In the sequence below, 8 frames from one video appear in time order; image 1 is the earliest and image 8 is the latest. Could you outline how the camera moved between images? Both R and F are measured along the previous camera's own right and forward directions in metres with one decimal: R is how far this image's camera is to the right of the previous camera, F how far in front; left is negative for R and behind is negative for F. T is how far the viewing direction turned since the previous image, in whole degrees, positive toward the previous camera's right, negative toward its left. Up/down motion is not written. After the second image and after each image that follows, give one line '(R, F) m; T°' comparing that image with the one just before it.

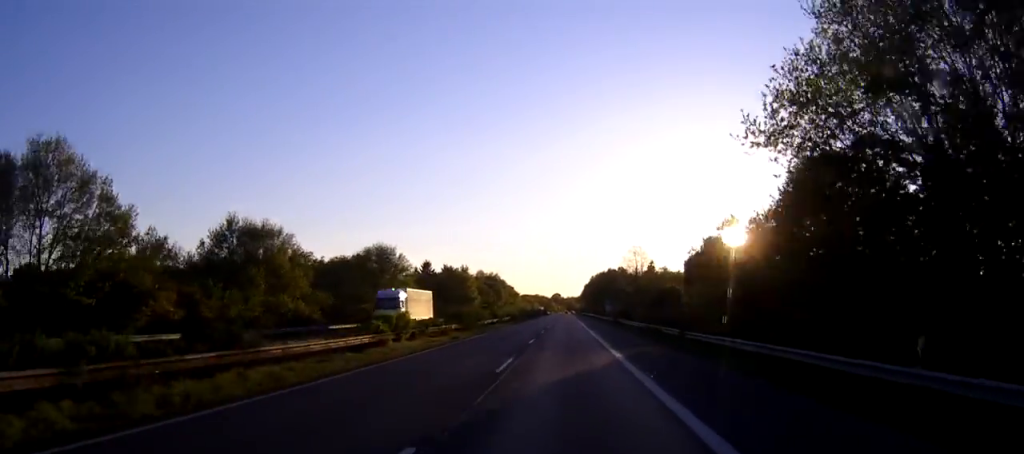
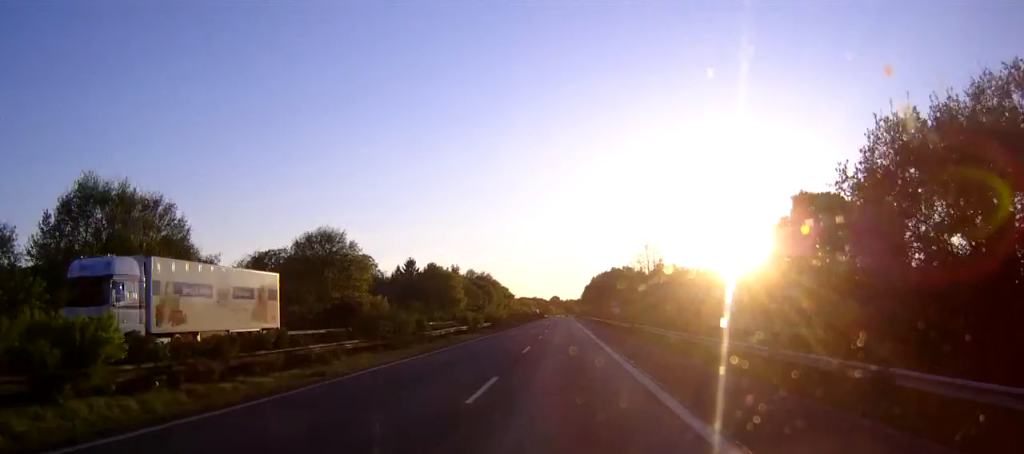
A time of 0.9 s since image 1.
(0.0, +24.5) m; 0°
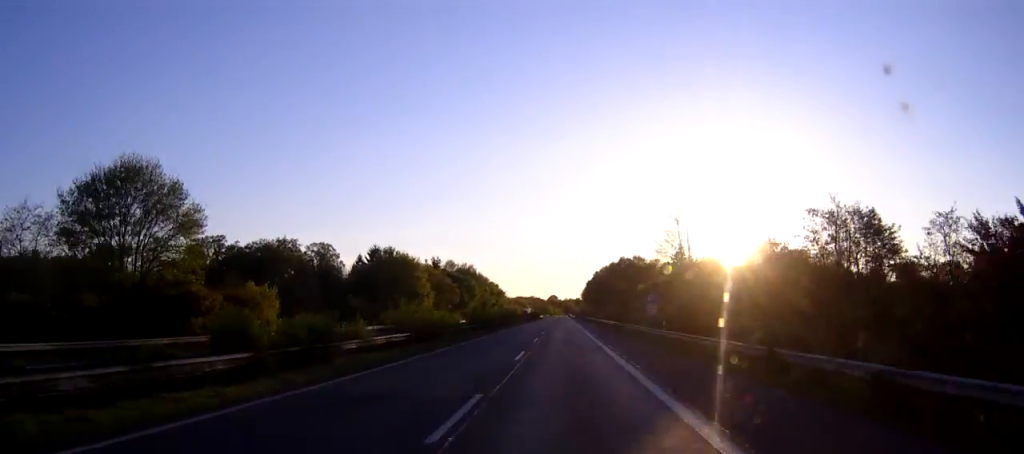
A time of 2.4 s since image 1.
(+0.1, +39.7) m; 0°
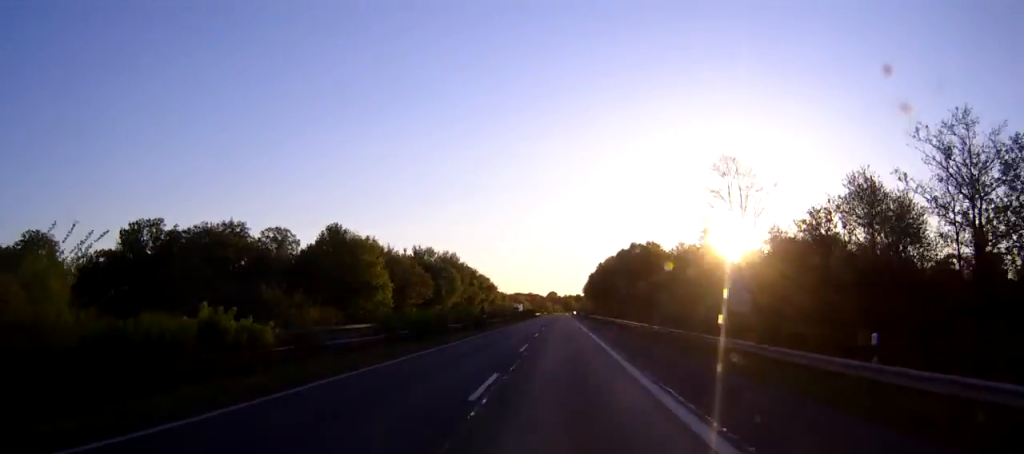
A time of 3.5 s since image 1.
(0.0, +30.7) m; 0°
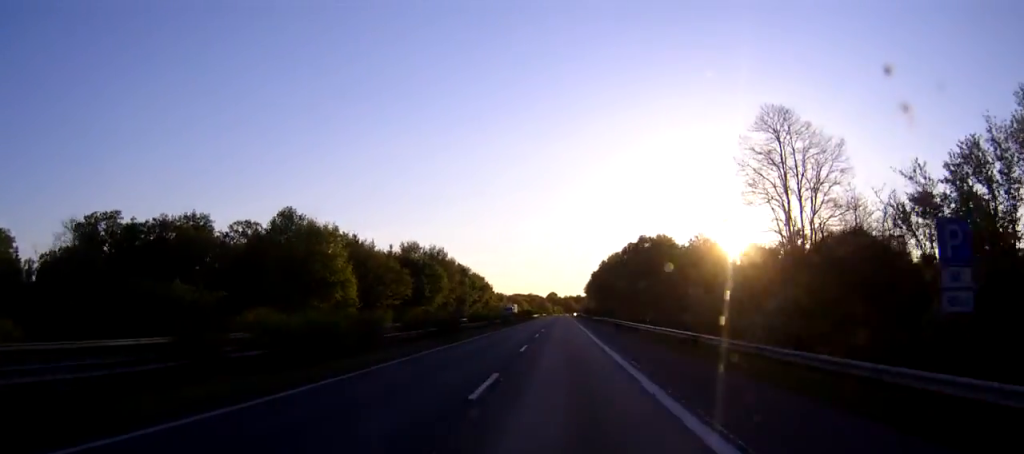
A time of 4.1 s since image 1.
(0.0, +17.3) m; 0°
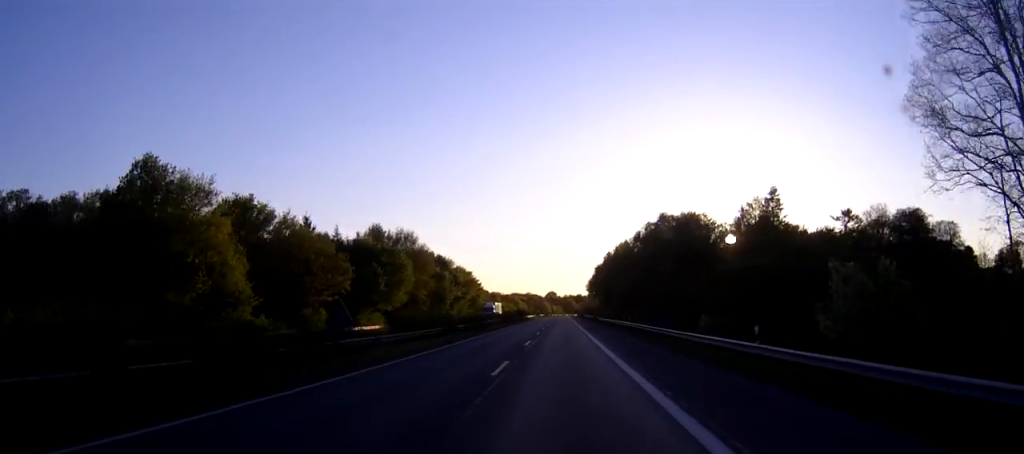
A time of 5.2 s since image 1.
(0.0, +30.0) m; 0°
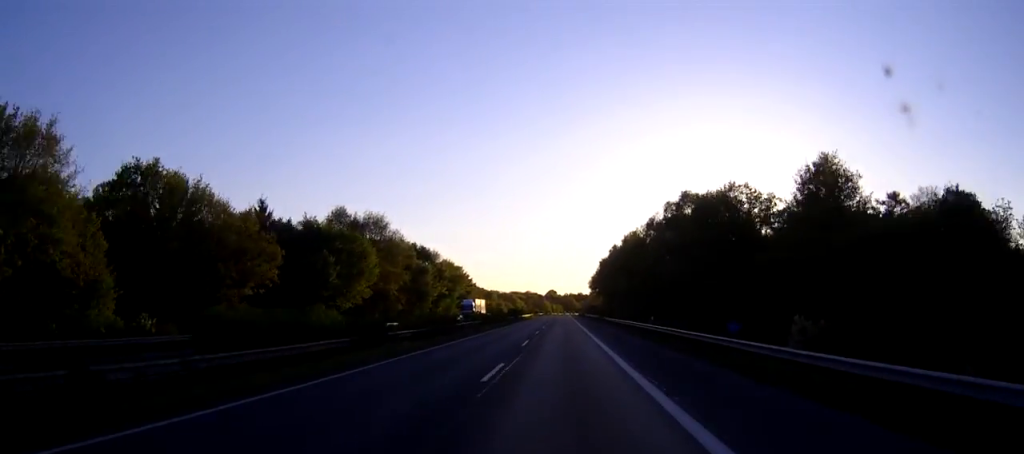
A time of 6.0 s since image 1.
(0.0, +20.0) m; 0°
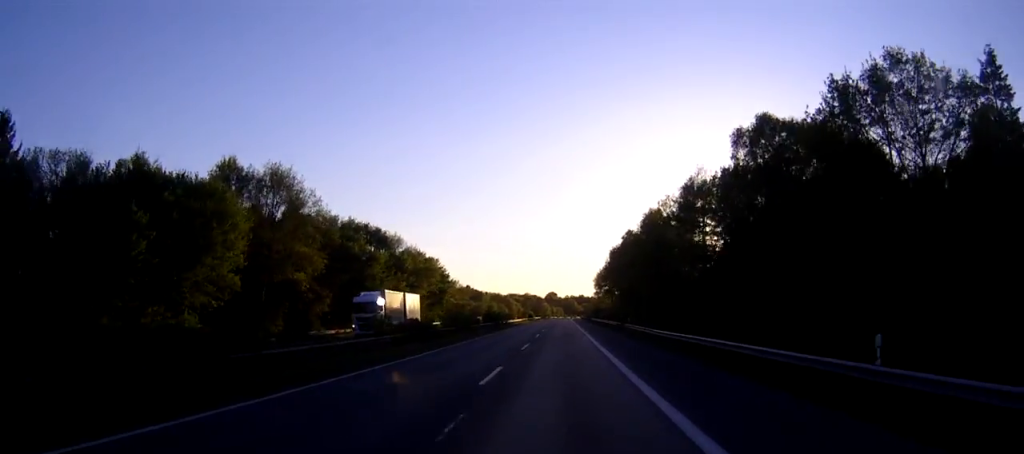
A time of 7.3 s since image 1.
(0.0, +35.5) m; 0°
